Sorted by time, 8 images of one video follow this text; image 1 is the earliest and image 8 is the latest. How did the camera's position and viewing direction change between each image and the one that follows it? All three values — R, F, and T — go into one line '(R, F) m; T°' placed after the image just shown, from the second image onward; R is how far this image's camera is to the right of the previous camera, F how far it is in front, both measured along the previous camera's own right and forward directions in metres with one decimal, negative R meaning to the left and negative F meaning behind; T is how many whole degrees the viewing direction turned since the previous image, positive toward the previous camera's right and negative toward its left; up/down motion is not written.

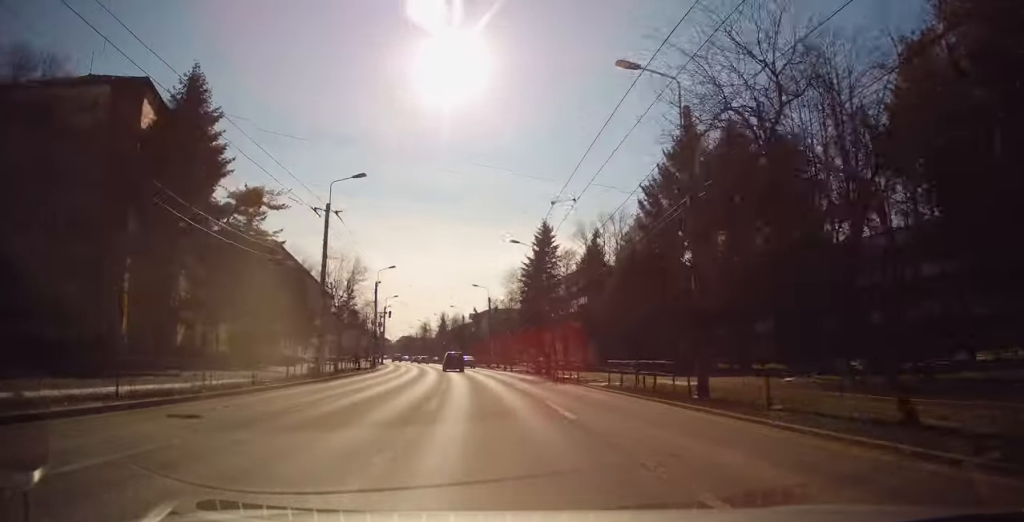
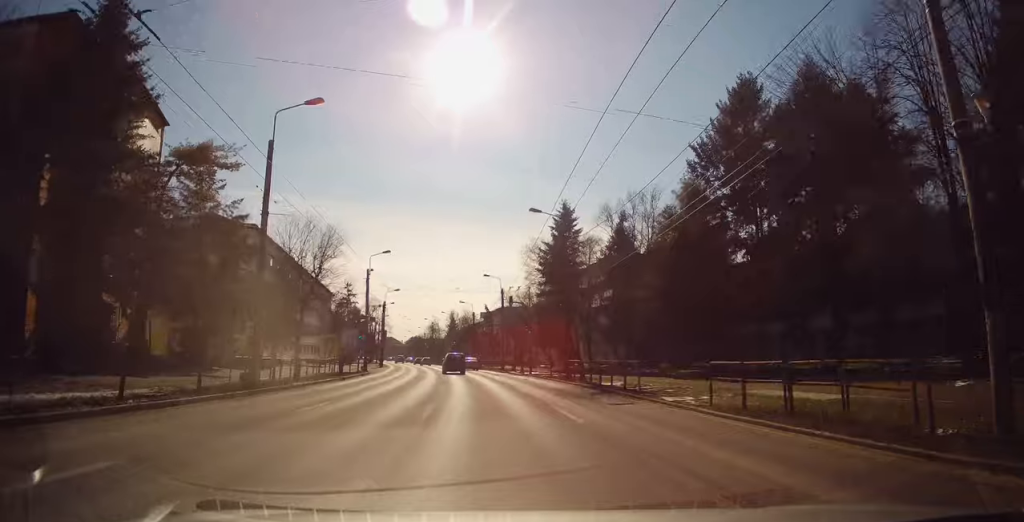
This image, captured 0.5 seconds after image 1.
(-0.4, +9.5) m; -2°
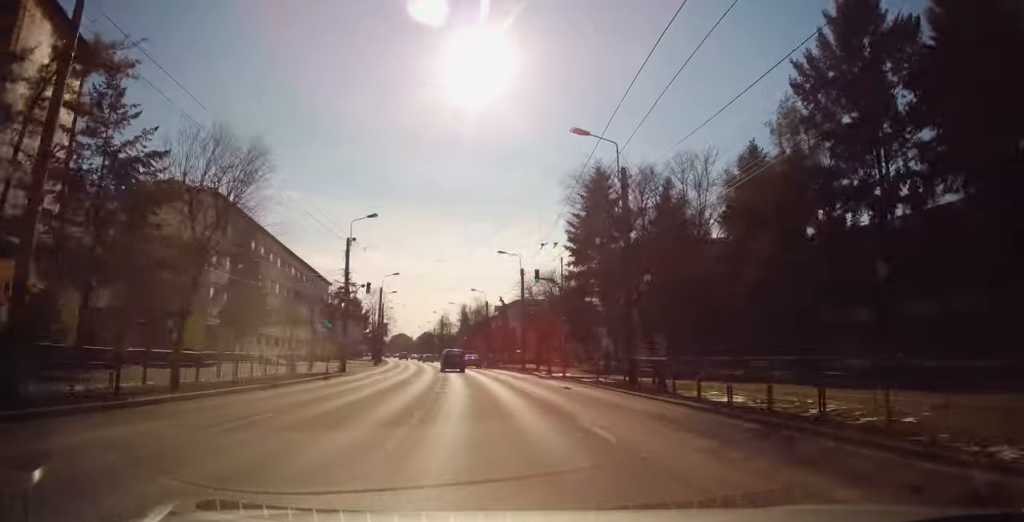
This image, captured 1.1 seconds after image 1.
(-0.2, +12.0) m; -2°
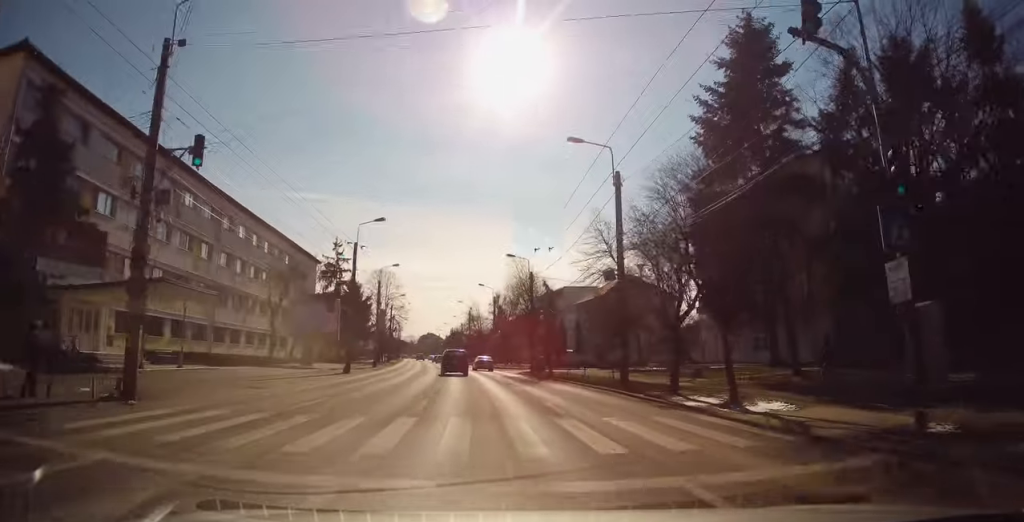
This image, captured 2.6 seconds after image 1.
(-0.5, +26.8) m; -3°
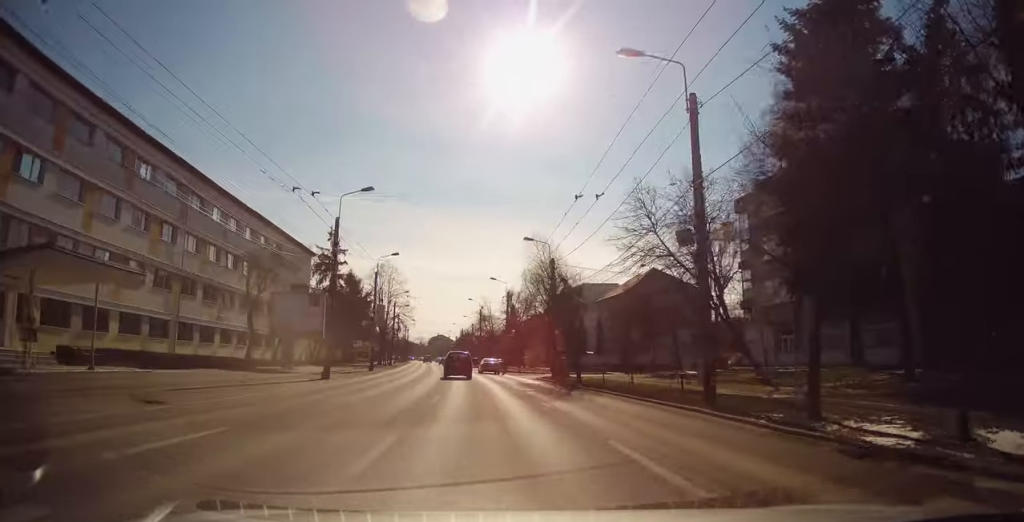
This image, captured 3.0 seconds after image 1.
(+0.1, +7.7) m; -1°
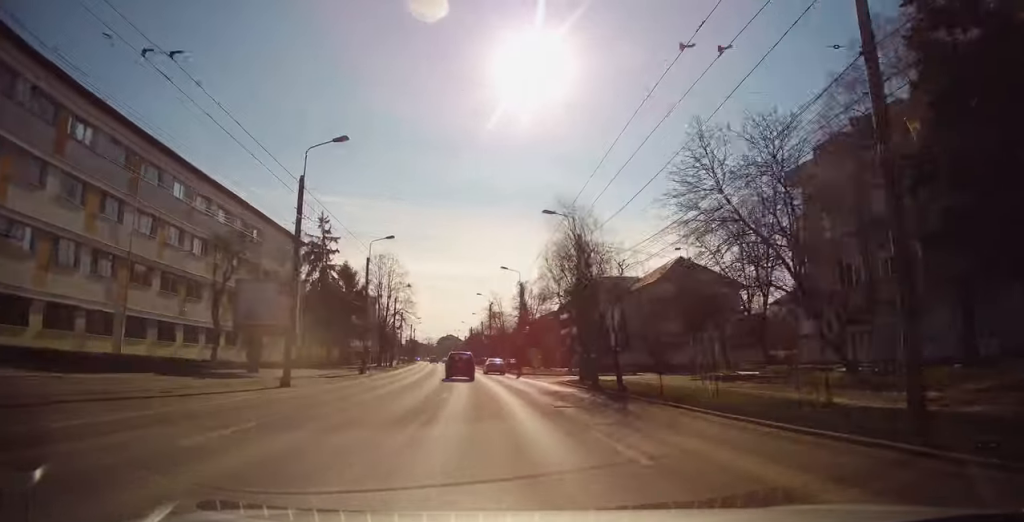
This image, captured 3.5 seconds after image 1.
(-0.3, +7.5) m; -1°
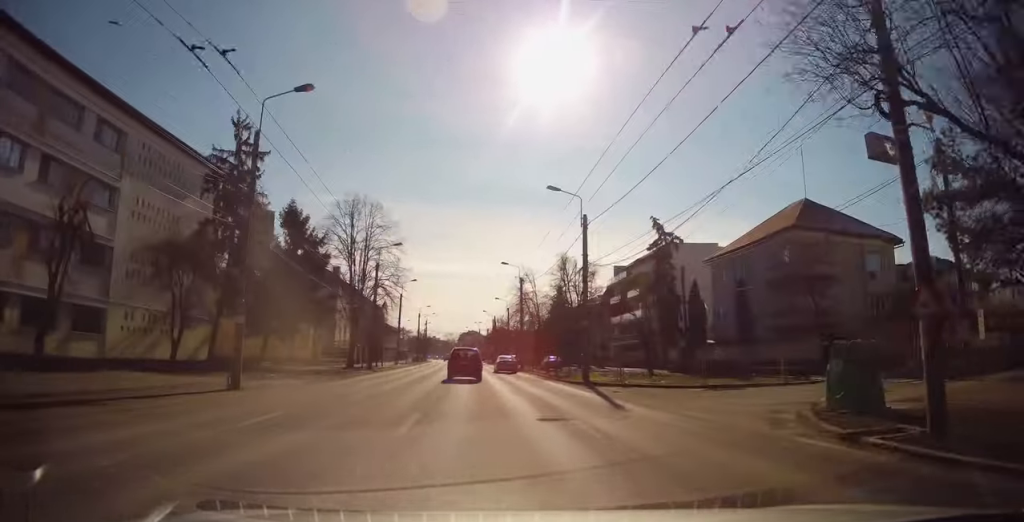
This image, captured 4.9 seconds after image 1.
(-0.6, +25.1) m; -3°
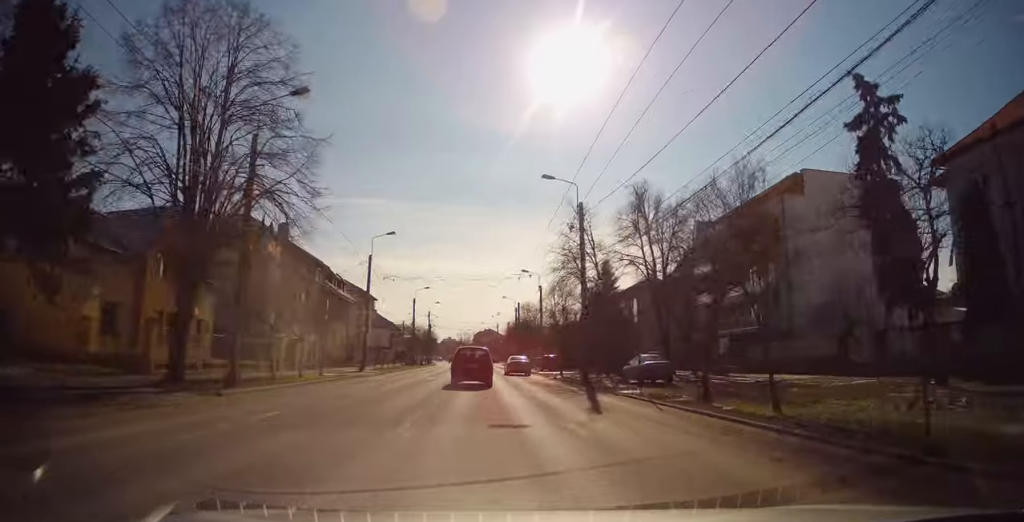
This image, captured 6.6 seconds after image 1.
(-0.8, +28.1) m; -2°
